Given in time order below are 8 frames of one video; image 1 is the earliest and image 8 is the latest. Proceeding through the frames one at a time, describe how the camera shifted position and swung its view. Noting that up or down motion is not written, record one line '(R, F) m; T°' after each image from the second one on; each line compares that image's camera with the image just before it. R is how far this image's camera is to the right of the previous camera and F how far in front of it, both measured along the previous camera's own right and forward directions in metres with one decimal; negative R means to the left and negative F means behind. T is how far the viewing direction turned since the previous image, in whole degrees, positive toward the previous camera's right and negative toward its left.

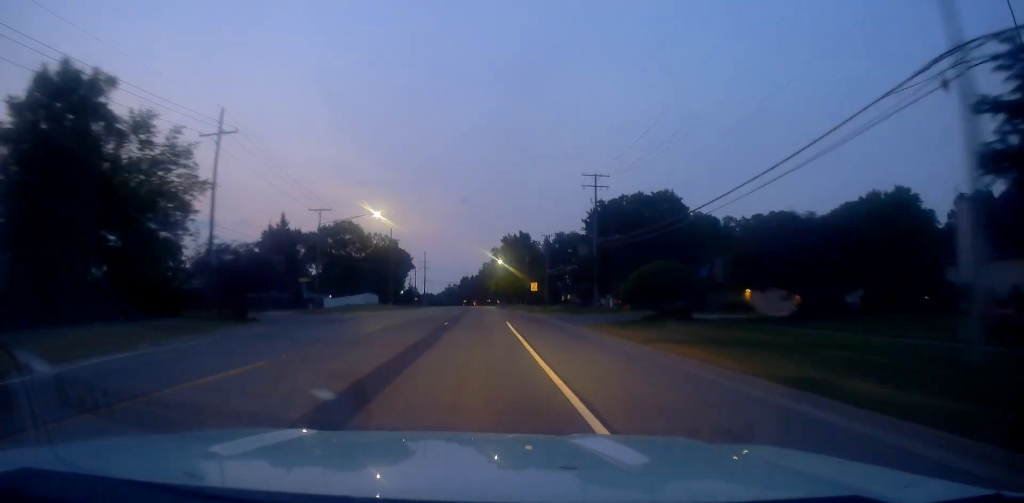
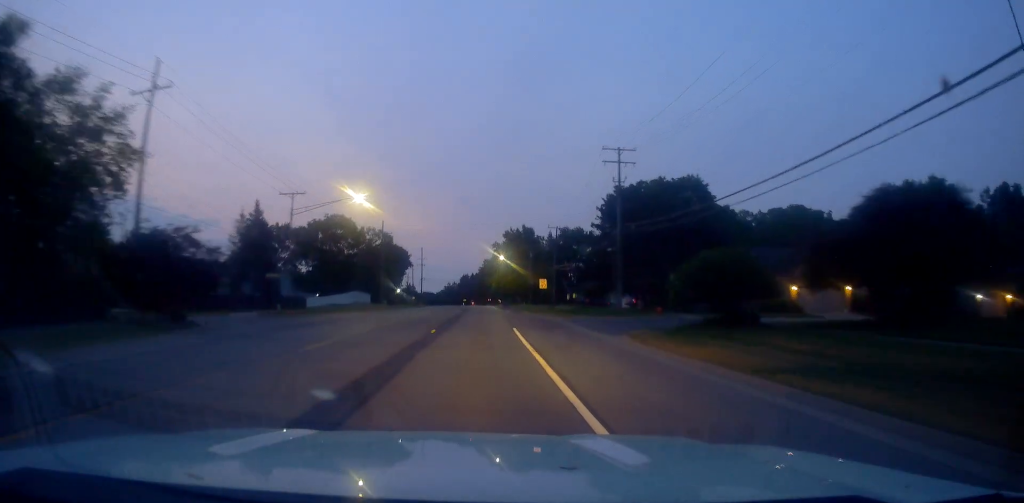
(0.0, +8.9) m; 0°
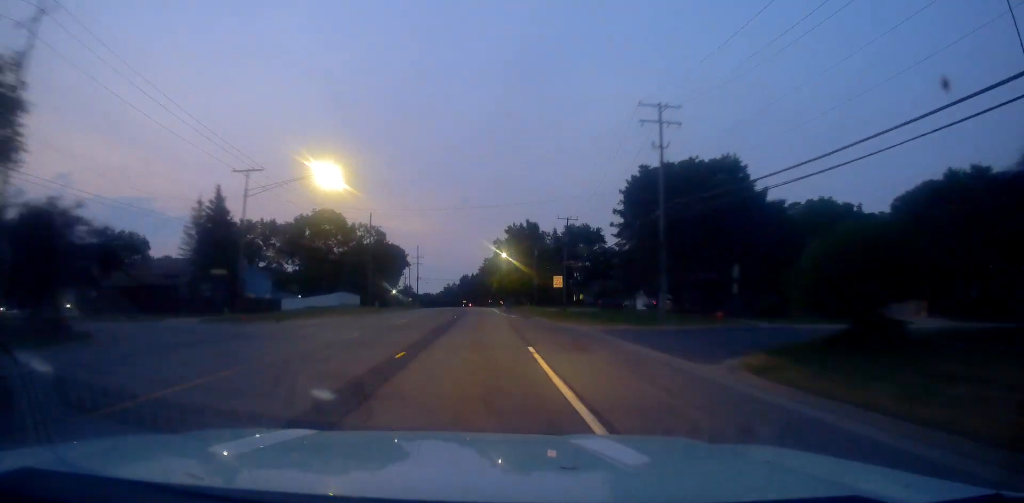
(0.0, +10.3) m; 0°
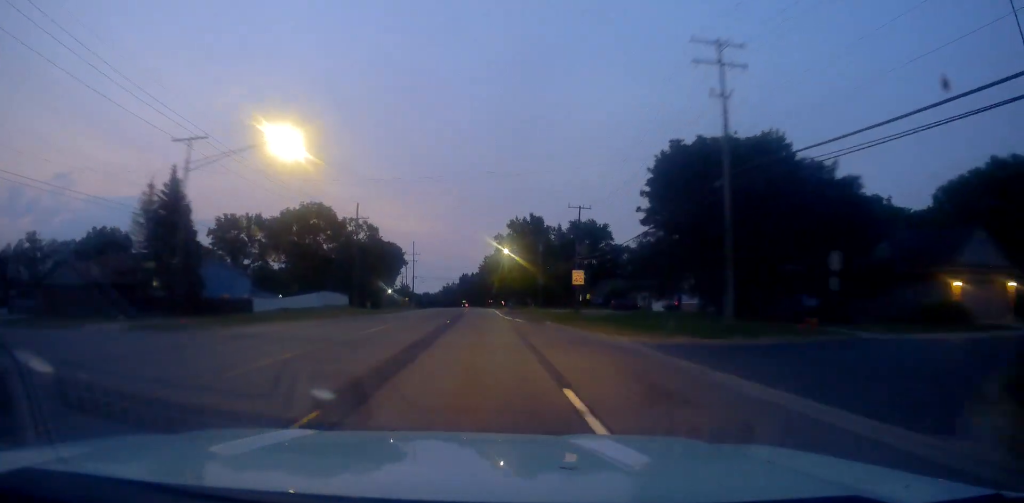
(0.0, +8.9) m; 0°
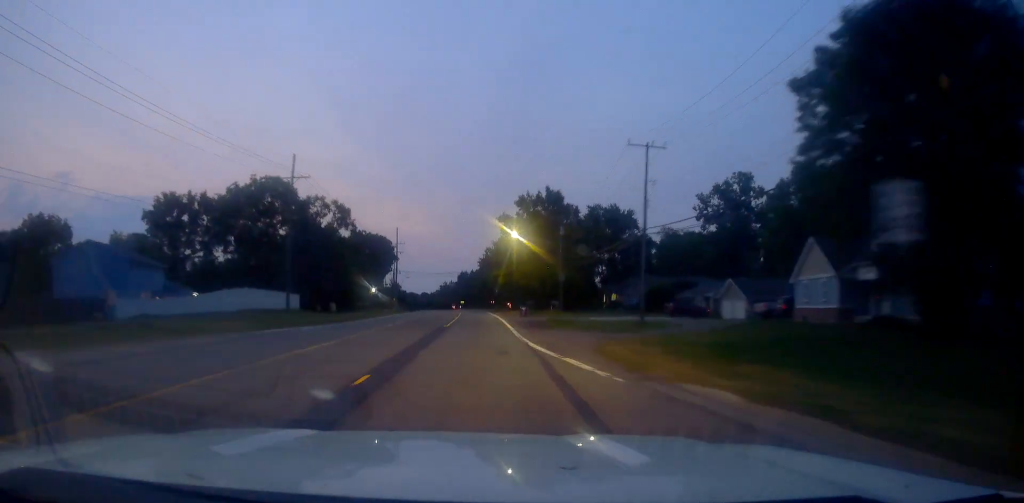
(+0.1, +26.7) m; 0°
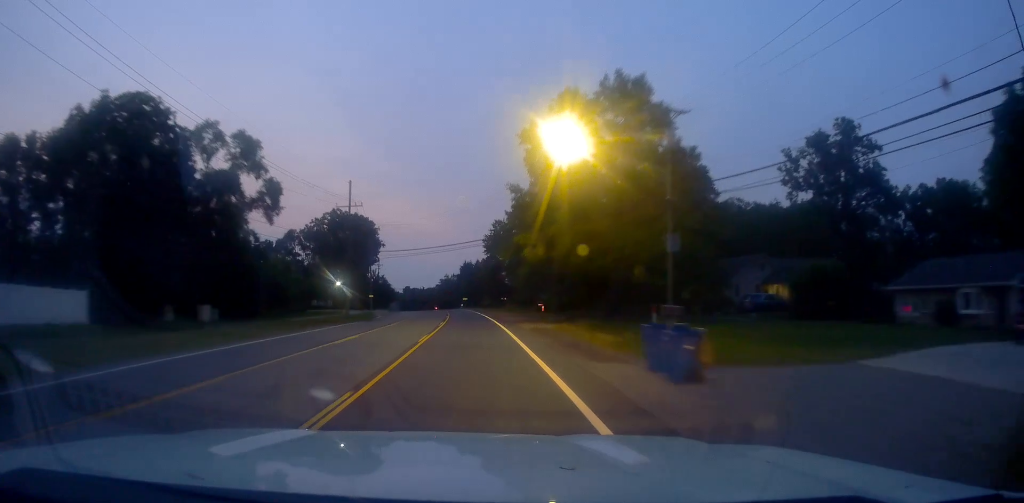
(-0.1, +41.2) m; 0°
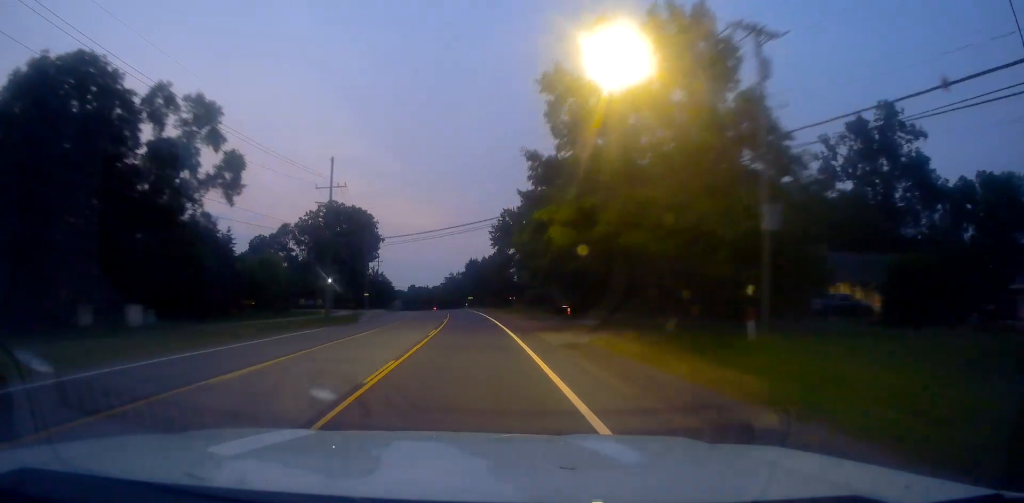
(0.0, +10.8) m; 0°
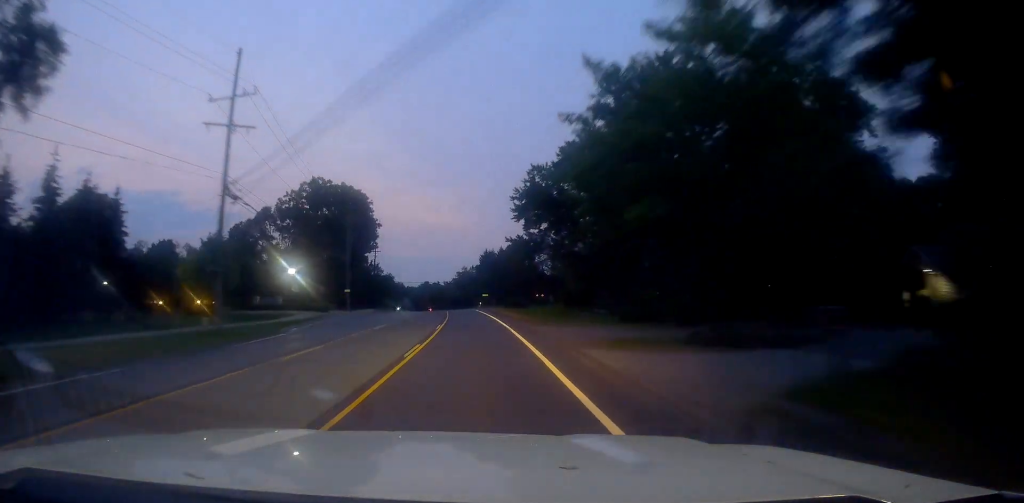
(-0.2, +25.5) m; -2°
